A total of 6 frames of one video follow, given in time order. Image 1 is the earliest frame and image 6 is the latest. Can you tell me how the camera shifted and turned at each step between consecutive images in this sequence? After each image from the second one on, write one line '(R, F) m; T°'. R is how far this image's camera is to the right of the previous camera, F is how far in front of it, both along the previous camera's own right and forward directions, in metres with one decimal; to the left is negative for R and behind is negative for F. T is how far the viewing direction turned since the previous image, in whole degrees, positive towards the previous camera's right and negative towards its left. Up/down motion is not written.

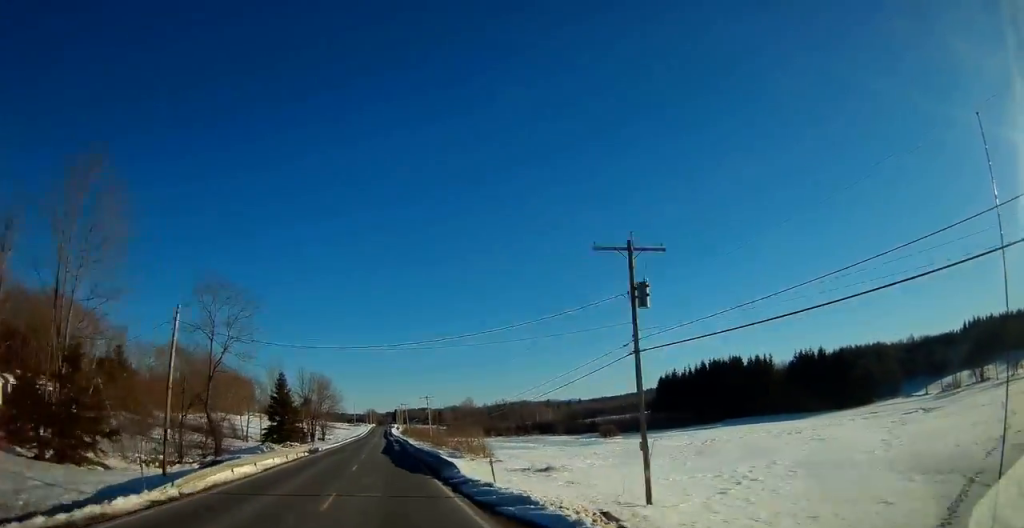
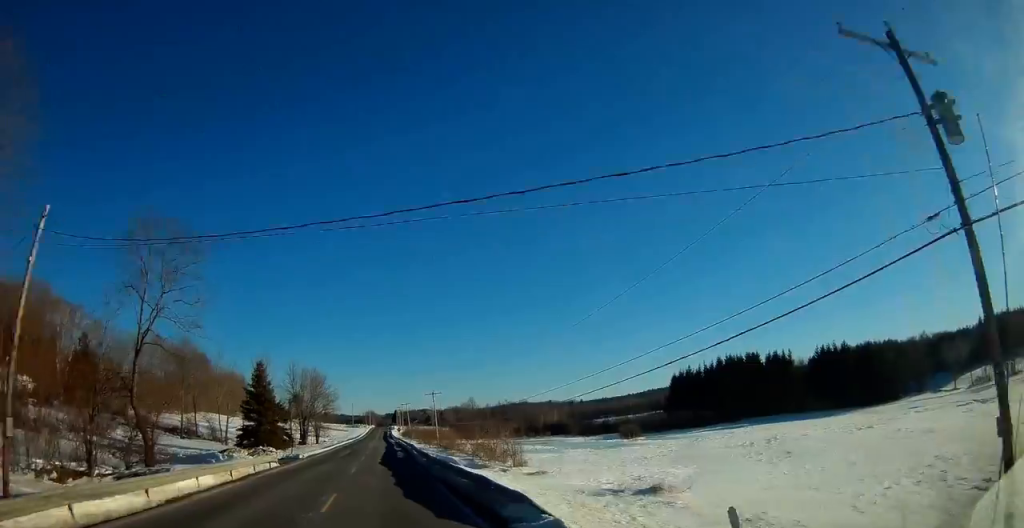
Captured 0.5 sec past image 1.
(0.0, +12.5) m; 0°
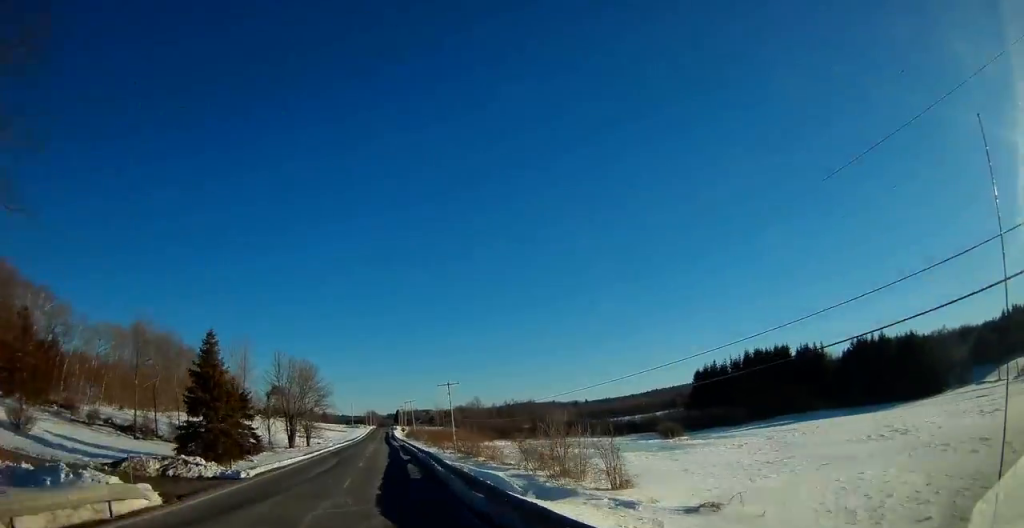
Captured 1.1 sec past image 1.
(-0.2, +17.5) m; 0°
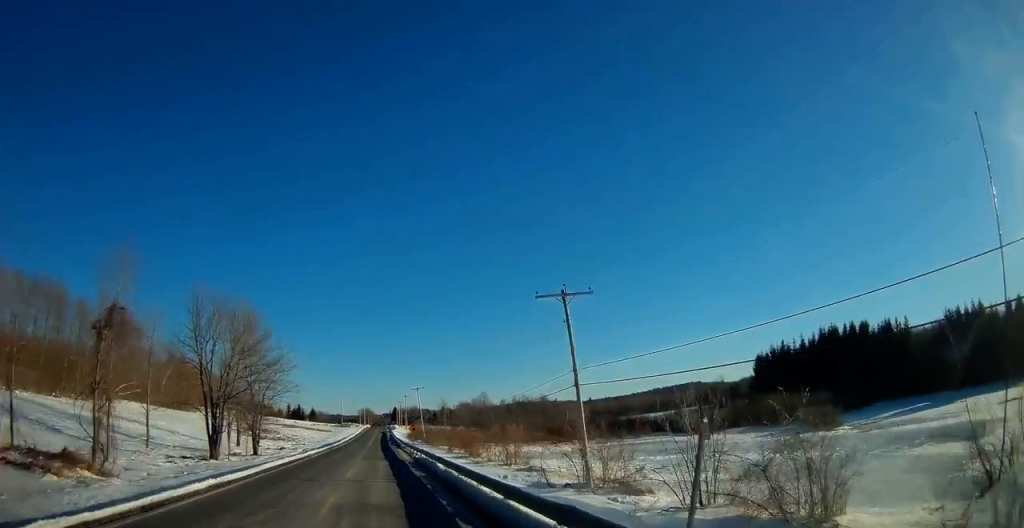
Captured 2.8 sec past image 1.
(+0.4, +42.5) m; 0°
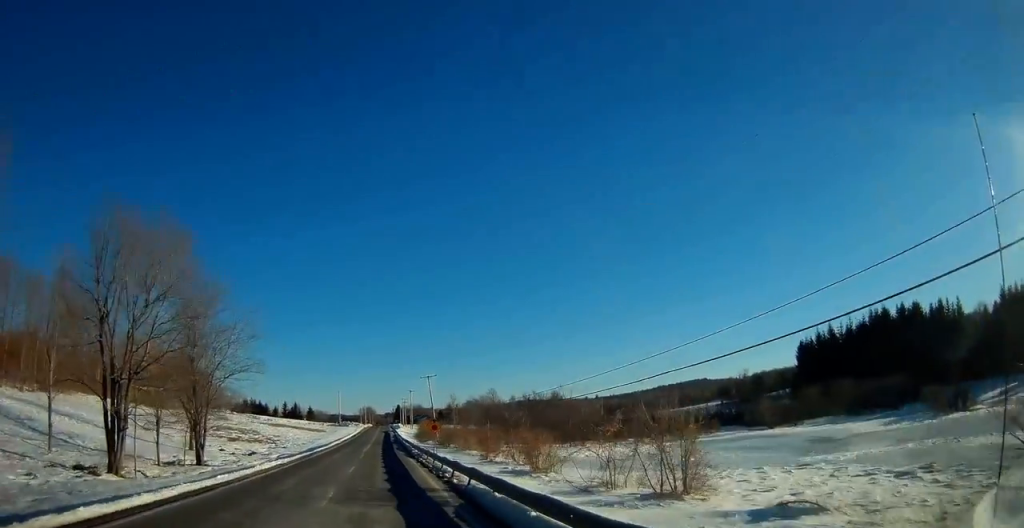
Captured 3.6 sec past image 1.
(0.0, +21.4) m; 0°
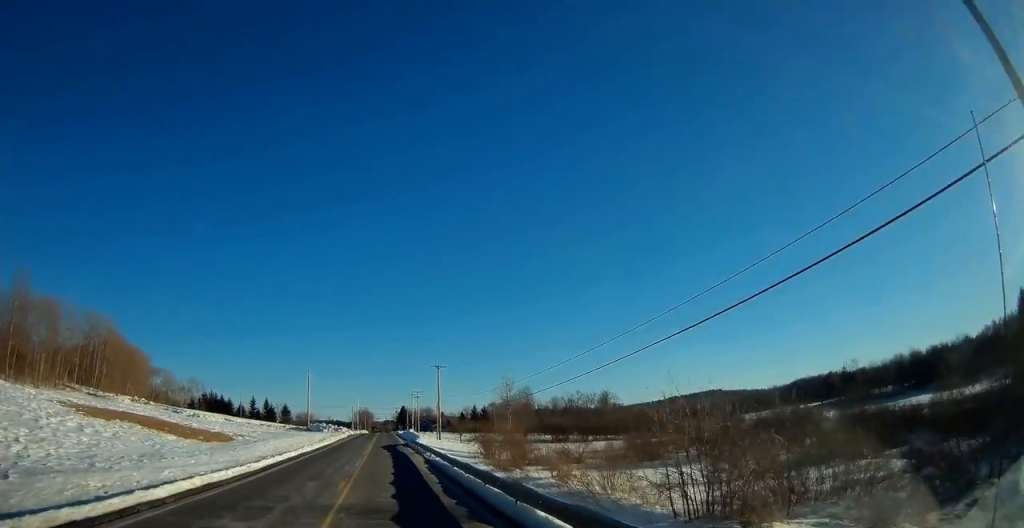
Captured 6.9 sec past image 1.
(-0.2, +80.7) m; 0°
